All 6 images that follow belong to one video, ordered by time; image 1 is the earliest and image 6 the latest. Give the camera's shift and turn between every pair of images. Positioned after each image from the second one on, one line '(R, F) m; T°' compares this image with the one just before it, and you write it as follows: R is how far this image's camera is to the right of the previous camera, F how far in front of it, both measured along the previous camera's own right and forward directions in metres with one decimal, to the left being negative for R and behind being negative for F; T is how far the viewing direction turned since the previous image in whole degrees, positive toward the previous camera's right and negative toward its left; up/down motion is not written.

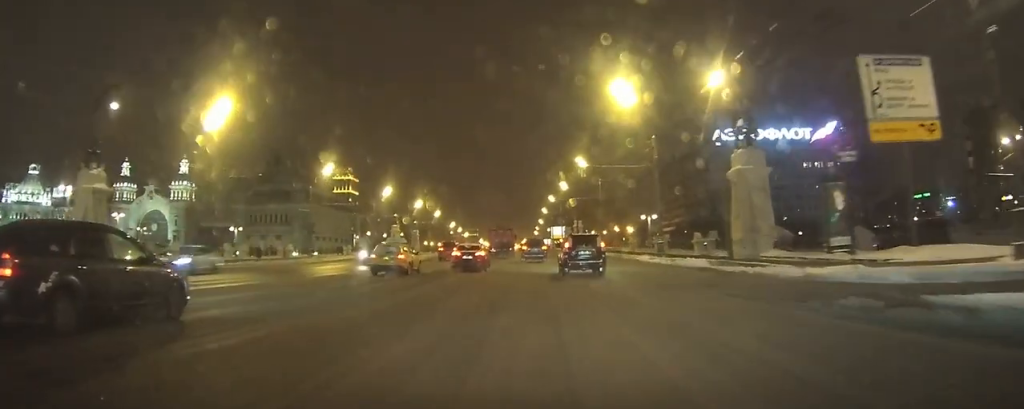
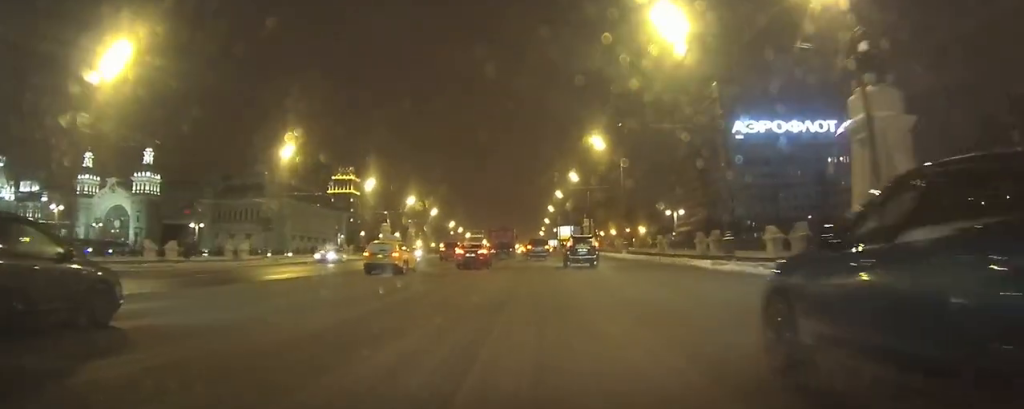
(+0.1, +14.8) m; 0°
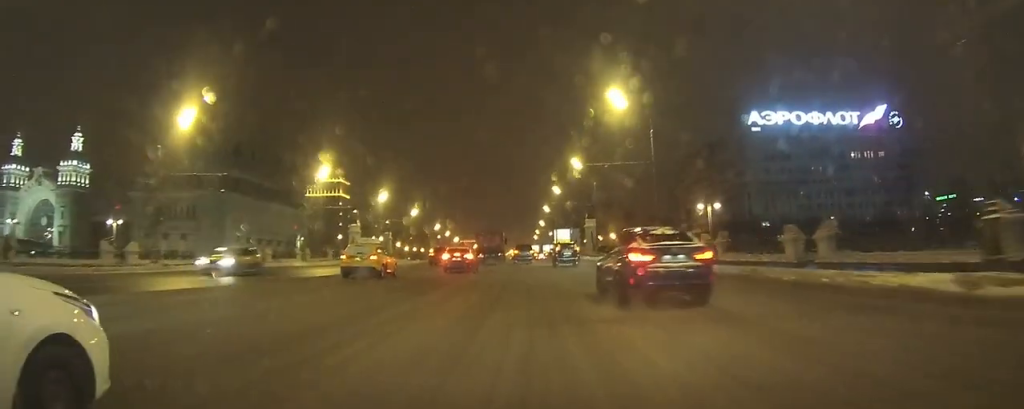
(-0.2, +18.8) m; 0°
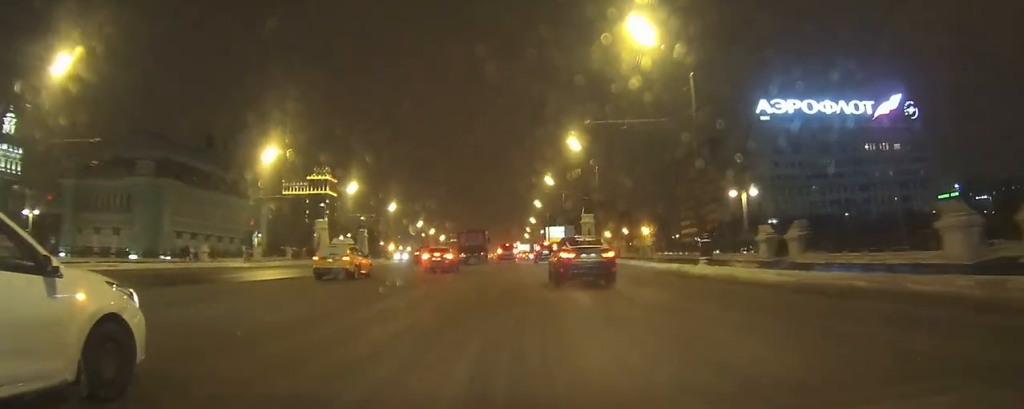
(+0.1, +13.4) m; 0°
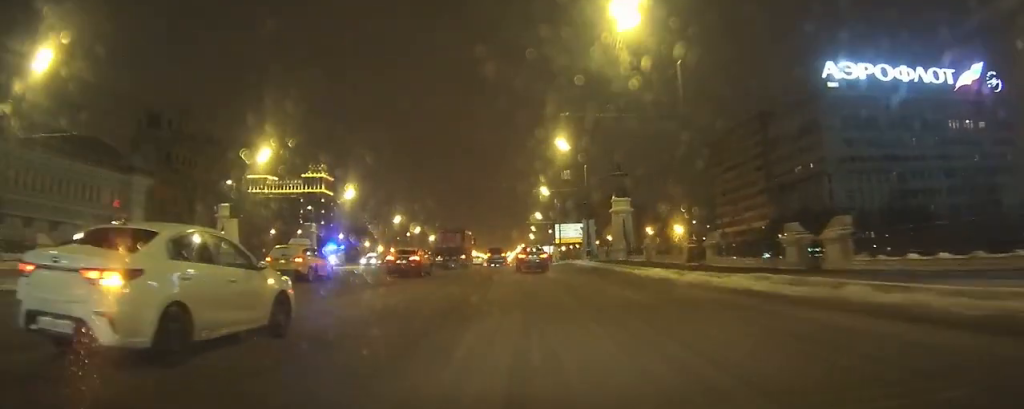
(-0.4, +33.7) m; -2°
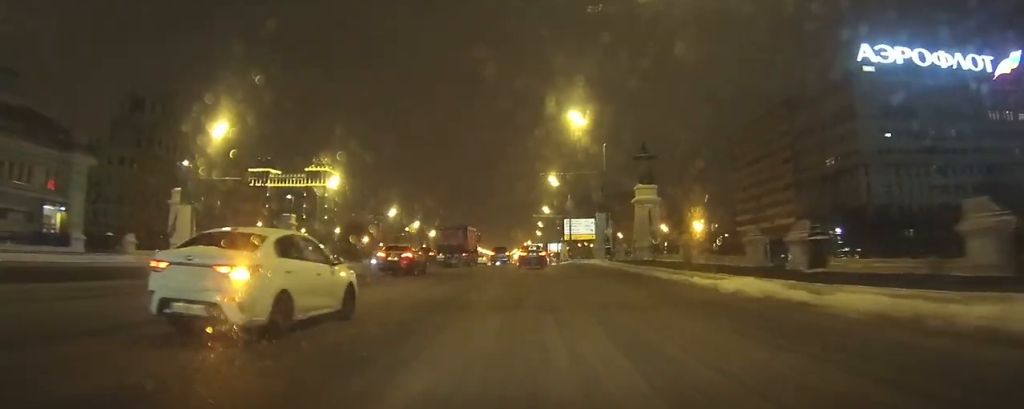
(0.0, +11.1) m; 0°
